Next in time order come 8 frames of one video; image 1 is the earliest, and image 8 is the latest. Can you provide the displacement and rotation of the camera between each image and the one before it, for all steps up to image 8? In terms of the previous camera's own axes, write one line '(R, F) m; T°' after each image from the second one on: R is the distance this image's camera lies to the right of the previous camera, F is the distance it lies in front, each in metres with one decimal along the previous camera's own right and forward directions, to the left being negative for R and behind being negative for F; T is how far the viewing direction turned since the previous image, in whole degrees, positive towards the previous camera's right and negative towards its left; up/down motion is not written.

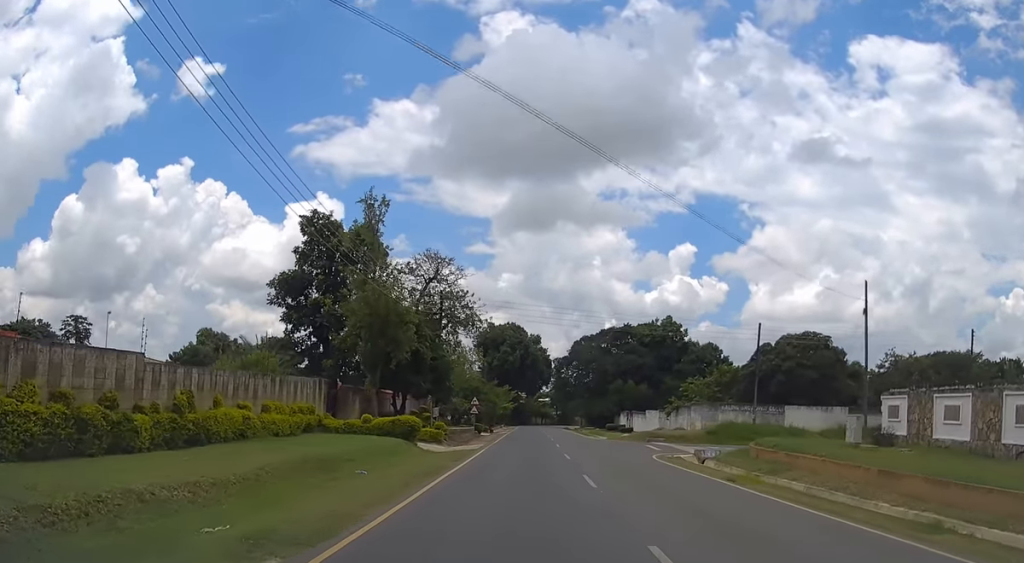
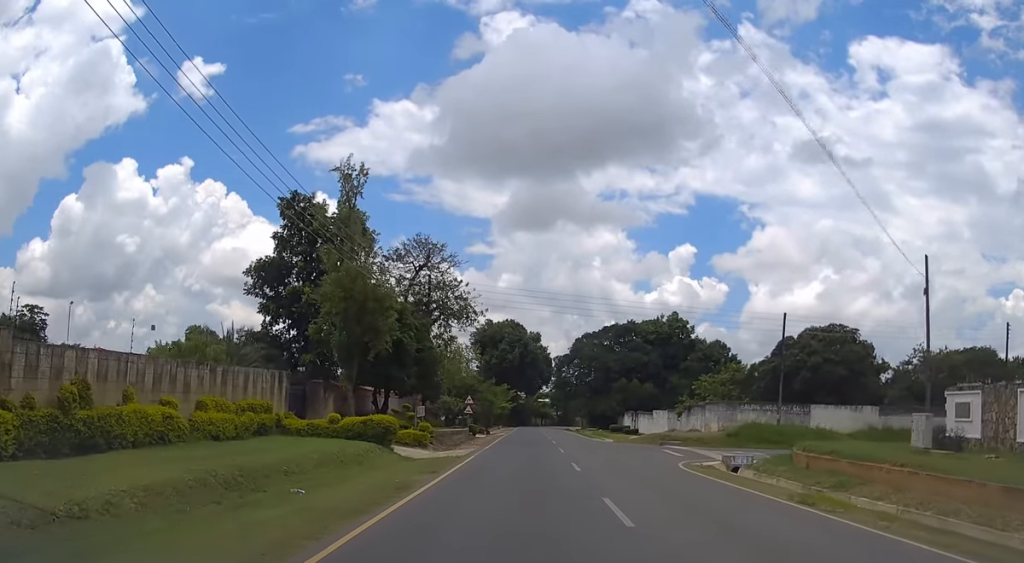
(+0.1, +4.9) m; +1°
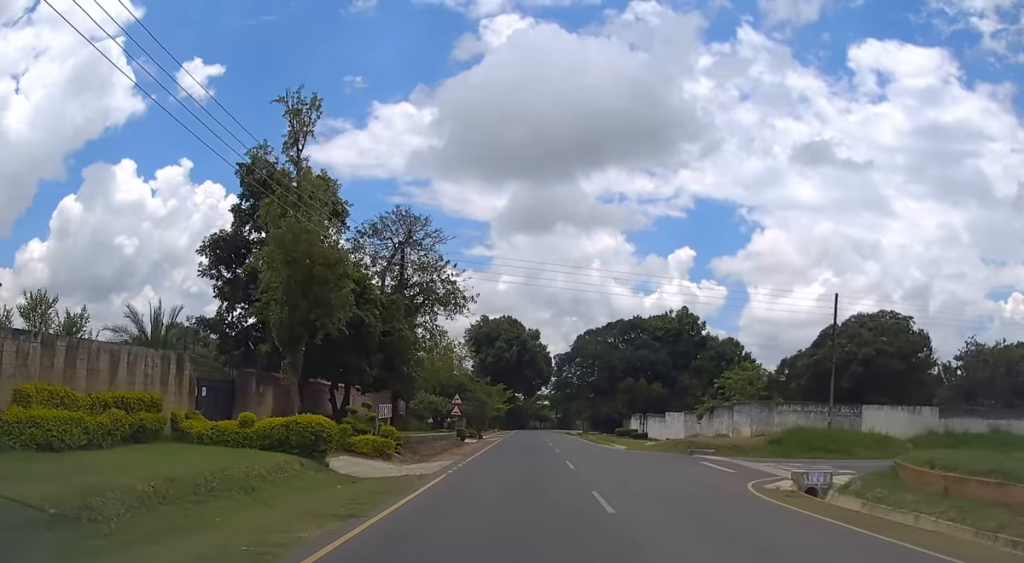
(+0.1, +7.9) m; +1°
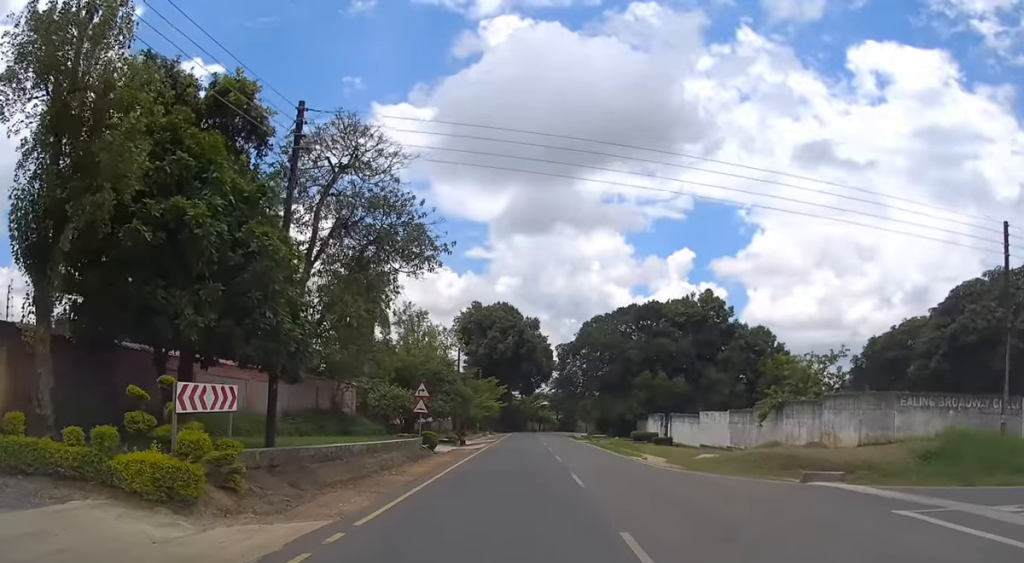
(-0.1, +14.5) m; -1°
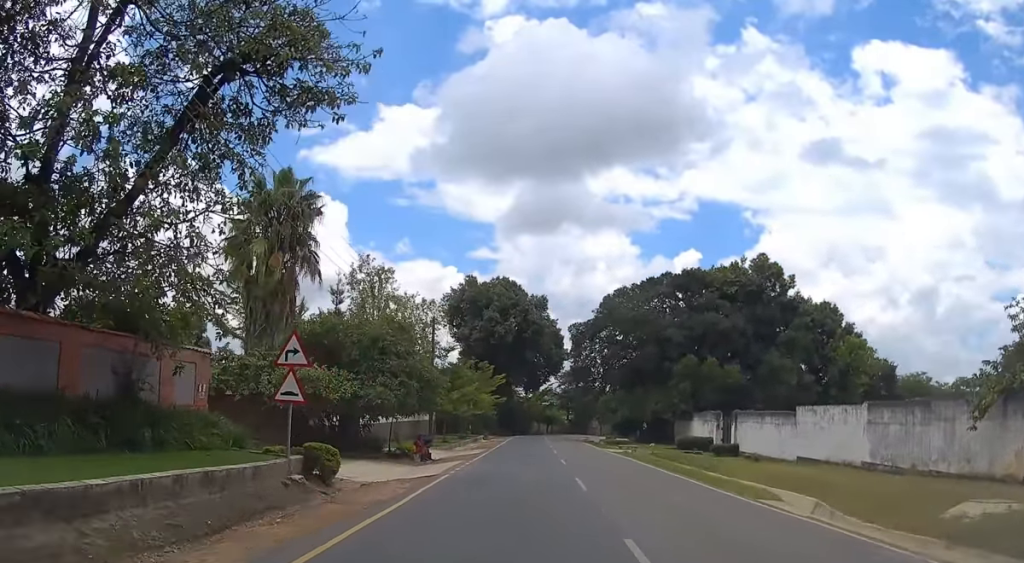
(+0.2, +18.6) m; 0°
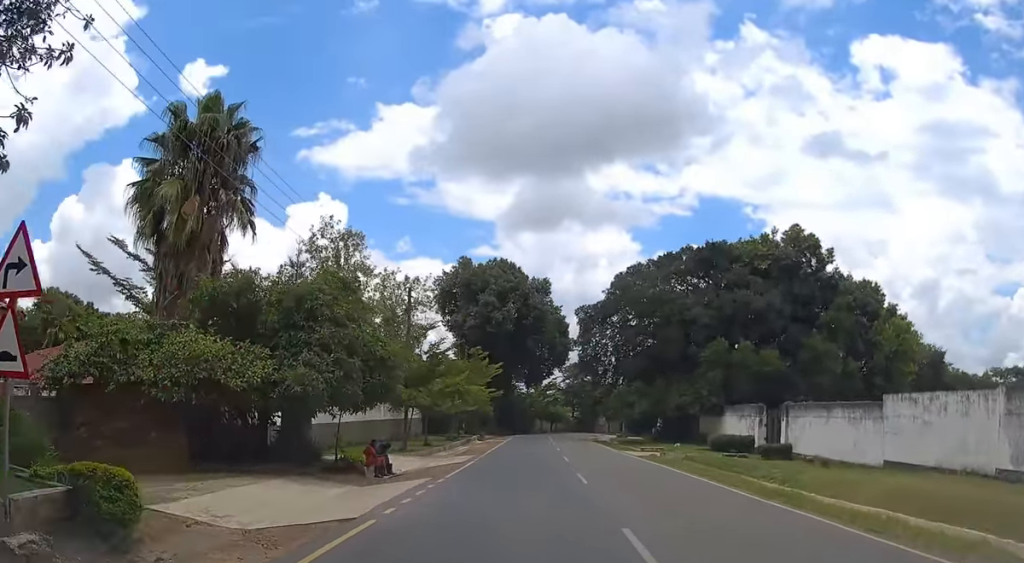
(-0.1, +8.6) m; 0°
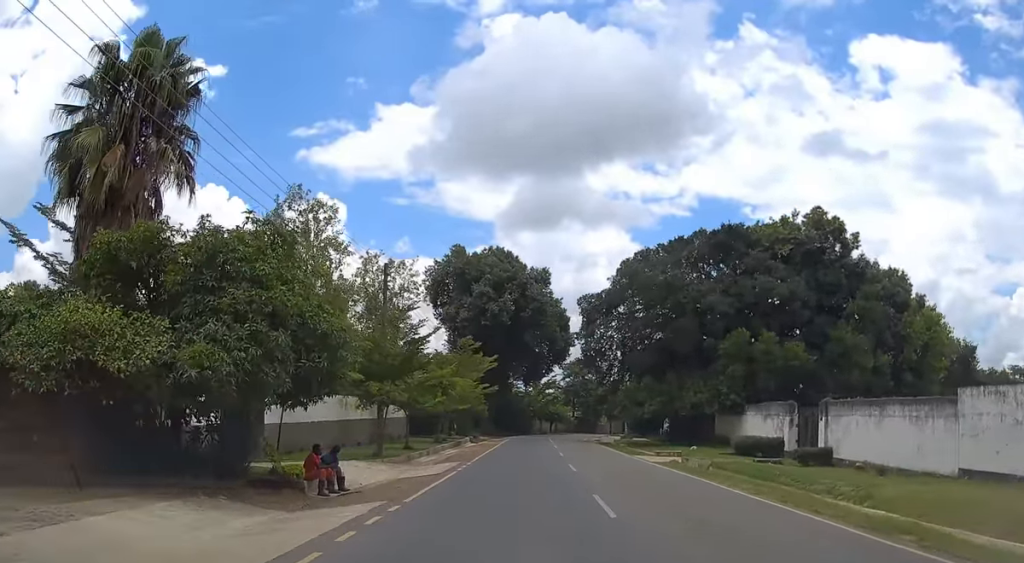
(+0.1, +5.0) m; 0°
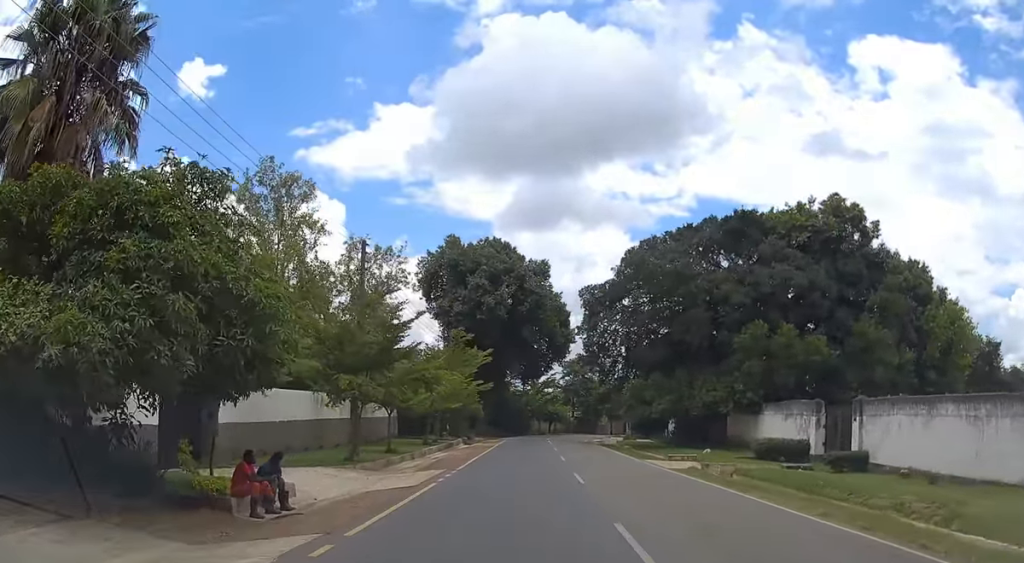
(0.0, +3.6) m; 0°
